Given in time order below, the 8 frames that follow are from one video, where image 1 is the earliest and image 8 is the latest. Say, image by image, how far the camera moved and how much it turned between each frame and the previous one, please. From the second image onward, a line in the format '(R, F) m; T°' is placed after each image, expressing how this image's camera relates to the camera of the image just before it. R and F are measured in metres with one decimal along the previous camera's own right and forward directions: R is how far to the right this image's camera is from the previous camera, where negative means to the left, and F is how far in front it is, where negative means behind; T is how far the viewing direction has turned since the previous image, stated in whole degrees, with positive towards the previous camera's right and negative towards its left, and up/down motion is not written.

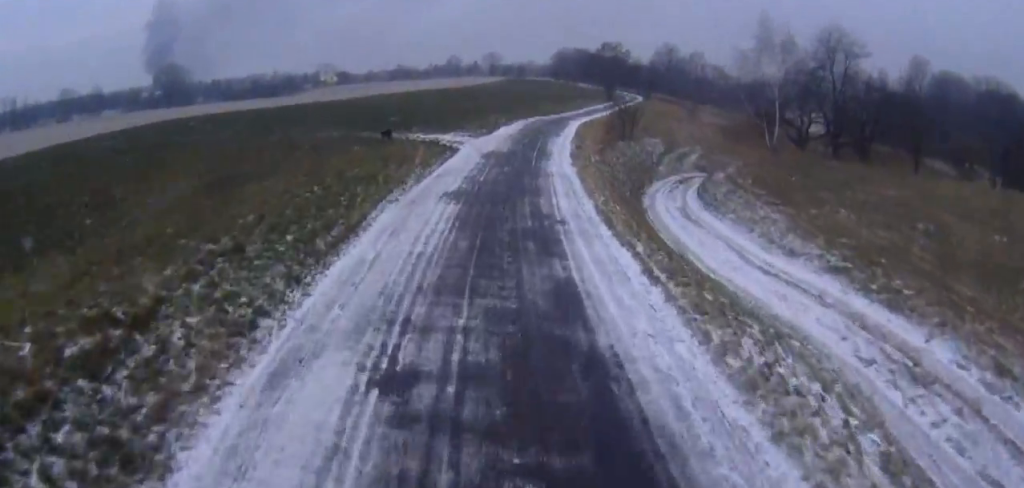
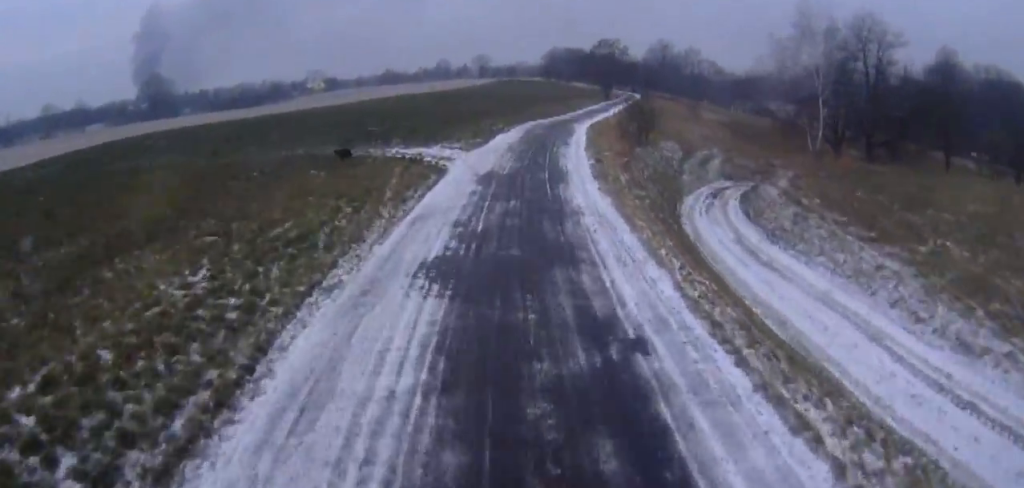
(+0.1, +7.0) m; +1°
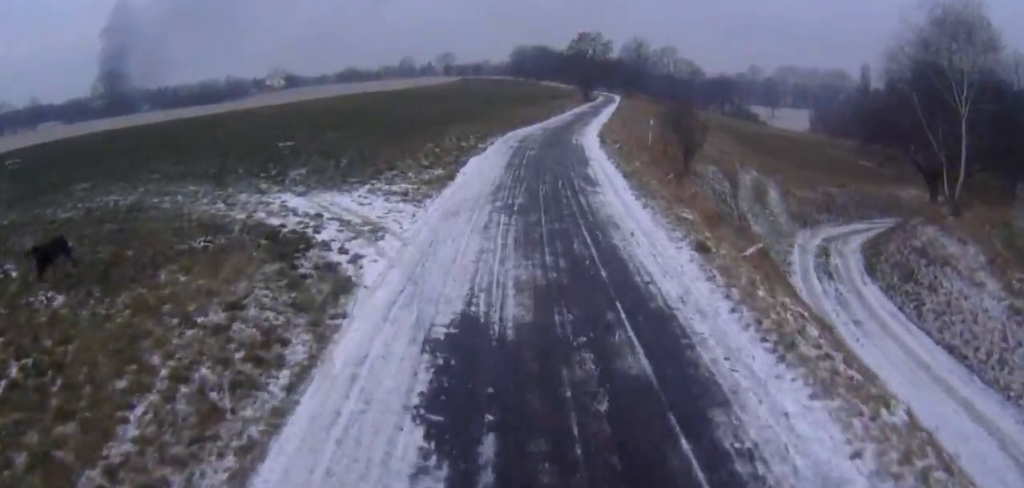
(+0.3, +15.2) m; +3°
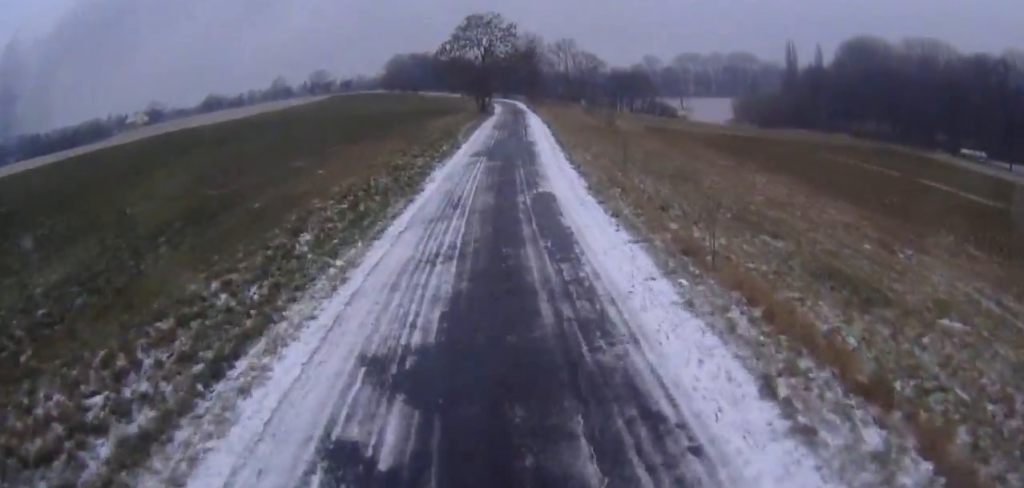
(+2.8, +39.0) m; +7°
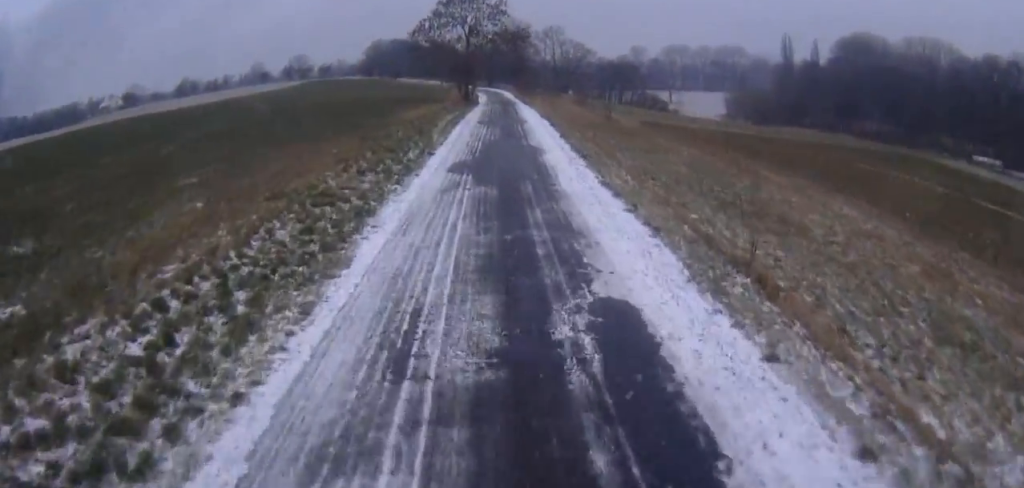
(+0.2, +11.4) m; +1°
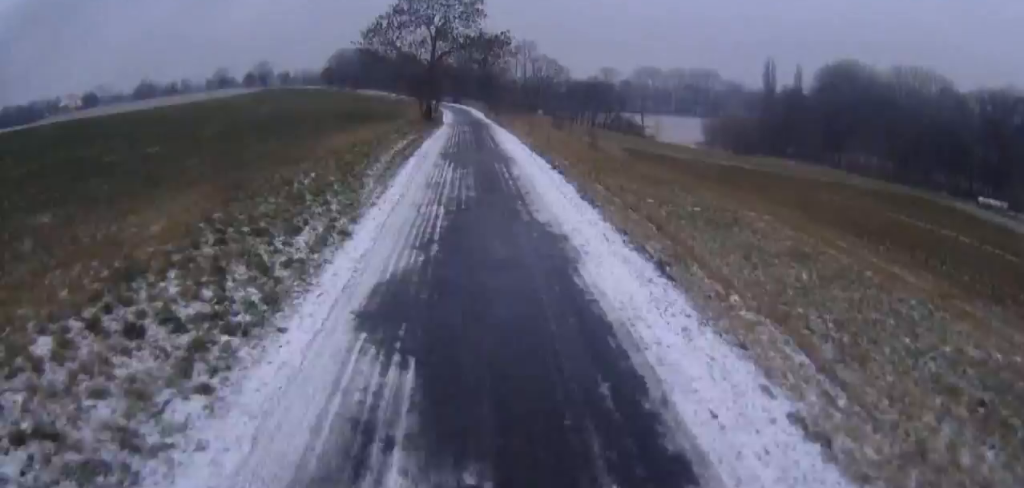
(0.0, +12.6) m; +1°
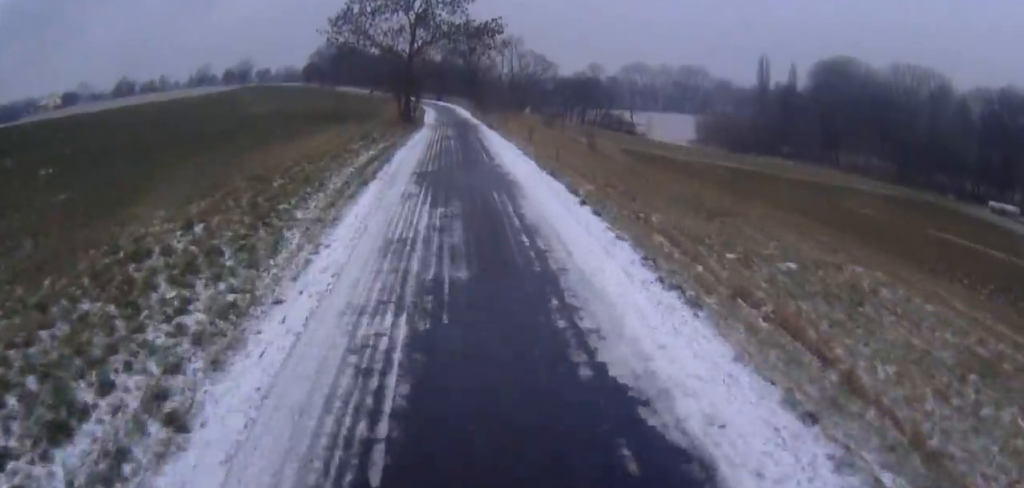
(+0.2, +7.7) m; +1°
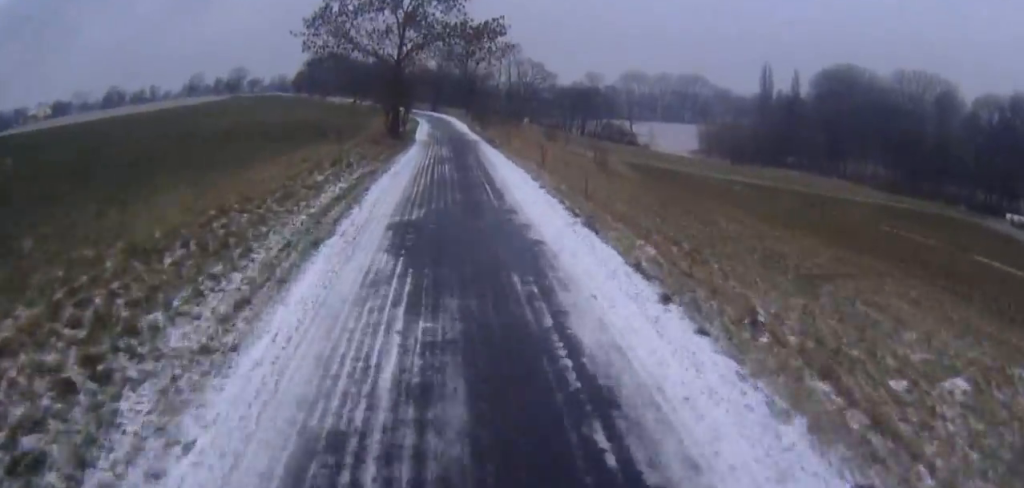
(+0.1, +6.2) m; +1°
